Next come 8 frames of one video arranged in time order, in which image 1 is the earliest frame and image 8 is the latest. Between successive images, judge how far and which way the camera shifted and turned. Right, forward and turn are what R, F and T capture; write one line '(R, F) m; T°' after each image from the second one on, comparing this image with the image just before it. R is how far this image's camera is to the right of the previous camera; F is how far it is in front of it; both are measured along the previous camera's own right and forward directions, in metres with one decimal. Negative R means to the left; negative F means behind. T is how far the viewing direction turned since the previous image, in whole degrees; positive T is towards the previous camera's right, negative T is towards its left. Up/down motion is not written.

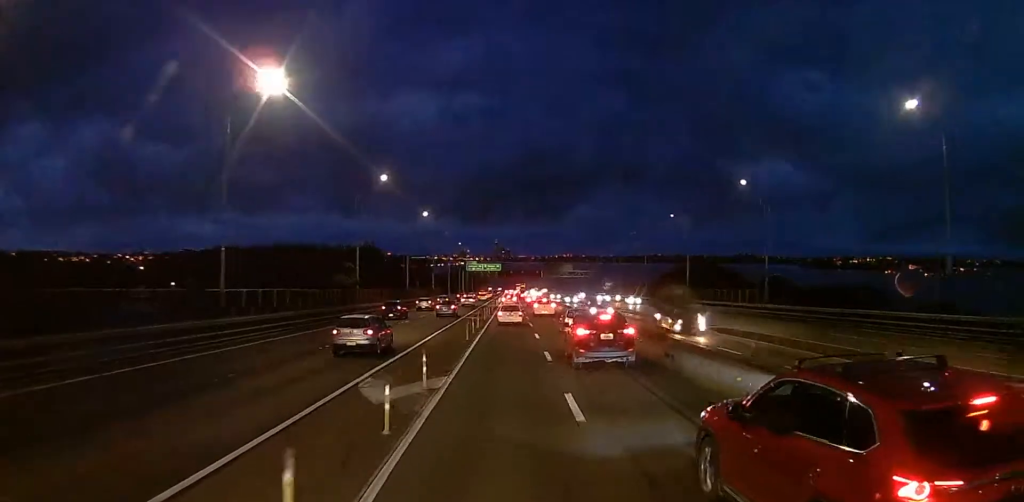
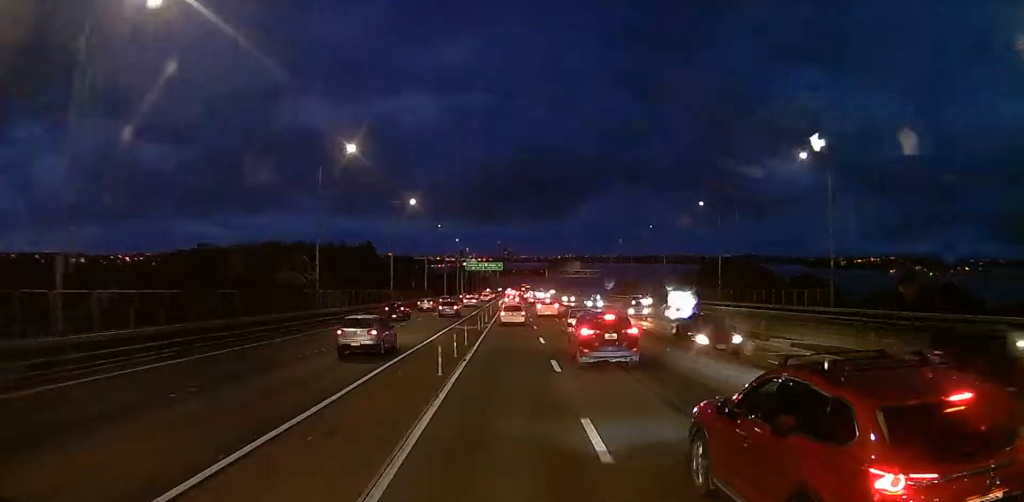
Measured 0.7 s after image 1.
(-0.1, +12.6) m; 0°
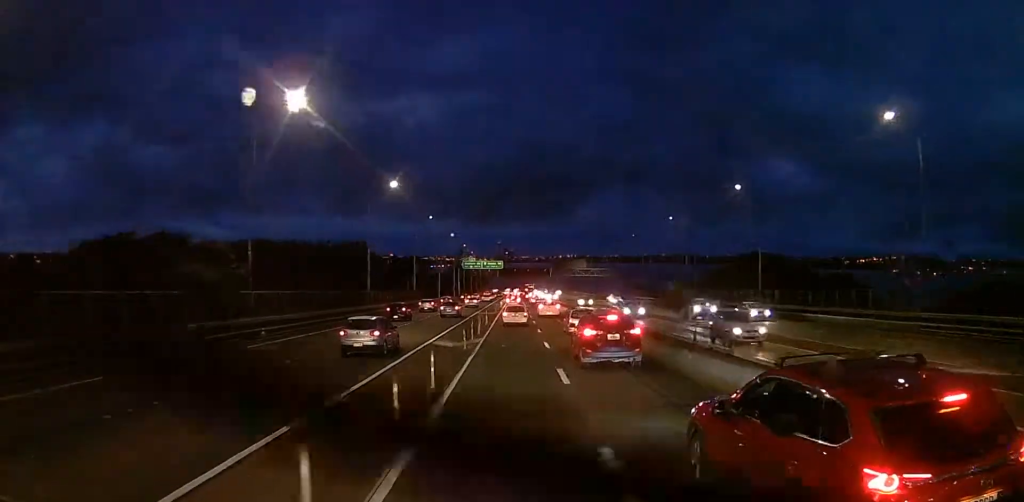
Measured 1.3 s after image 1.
(+0.2, +12.2) m; 0°
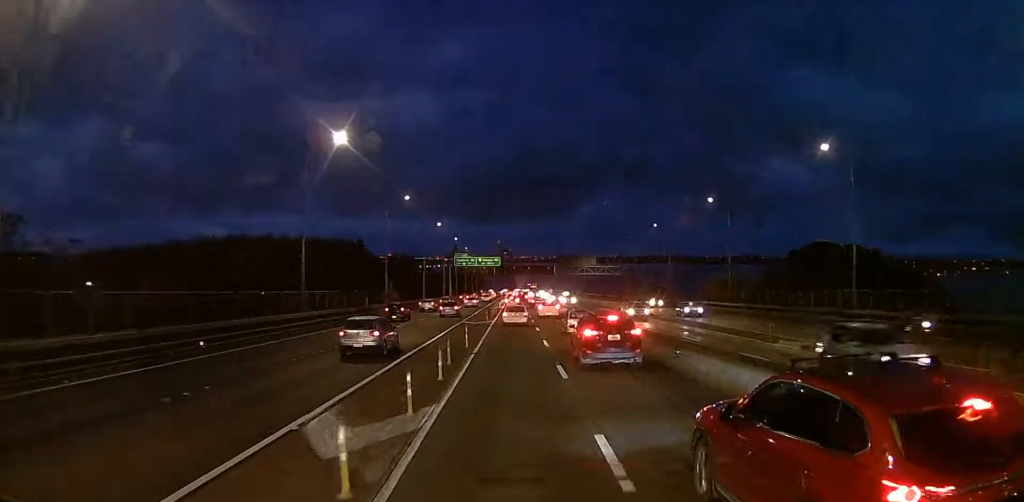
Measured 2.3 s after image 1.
(-0.1, +18.7) m; 0°
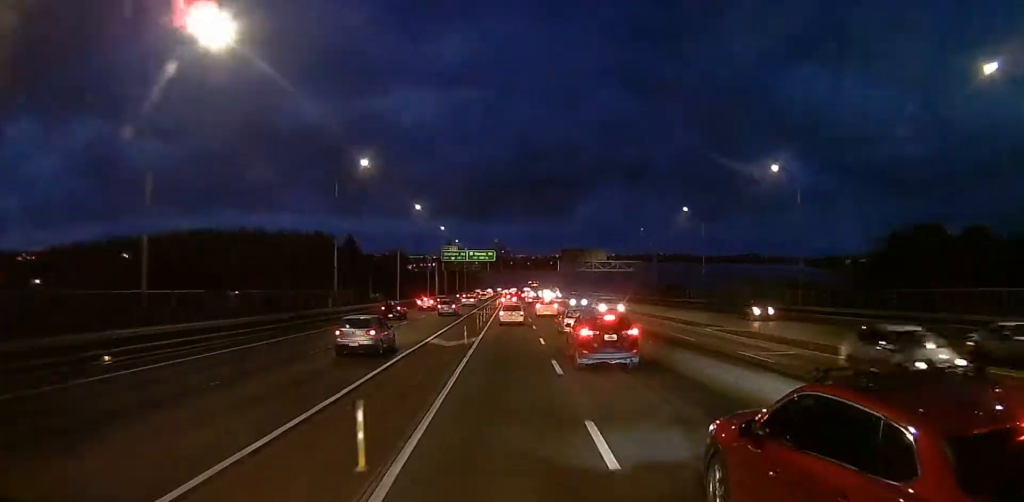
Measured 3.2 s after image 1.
(0.0, +18.9) m; +2°
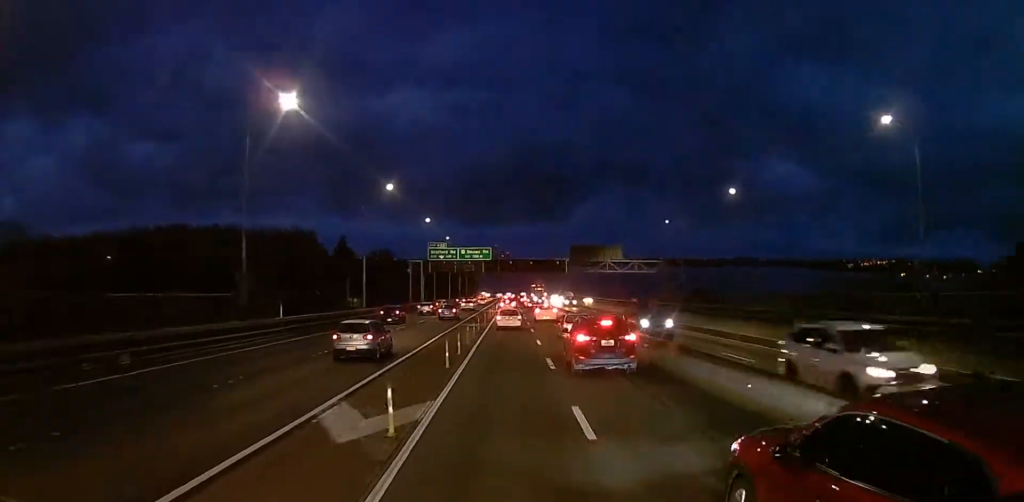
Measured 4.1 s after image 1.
(+0.5, +17.6) m; +1°
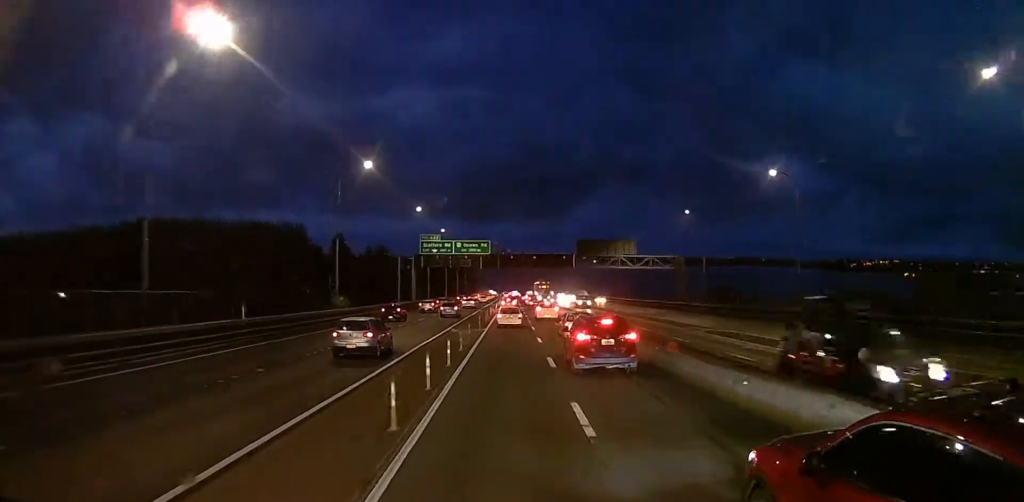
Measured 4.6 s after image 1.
(+0.2, +9.8) m; 0°
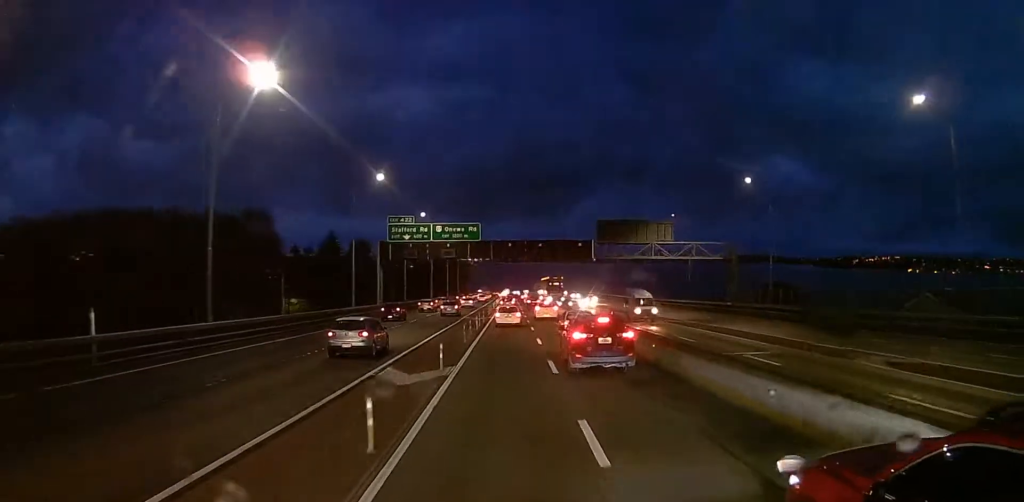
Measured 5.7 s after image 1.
(-0.8, +21.7) m; -2°
